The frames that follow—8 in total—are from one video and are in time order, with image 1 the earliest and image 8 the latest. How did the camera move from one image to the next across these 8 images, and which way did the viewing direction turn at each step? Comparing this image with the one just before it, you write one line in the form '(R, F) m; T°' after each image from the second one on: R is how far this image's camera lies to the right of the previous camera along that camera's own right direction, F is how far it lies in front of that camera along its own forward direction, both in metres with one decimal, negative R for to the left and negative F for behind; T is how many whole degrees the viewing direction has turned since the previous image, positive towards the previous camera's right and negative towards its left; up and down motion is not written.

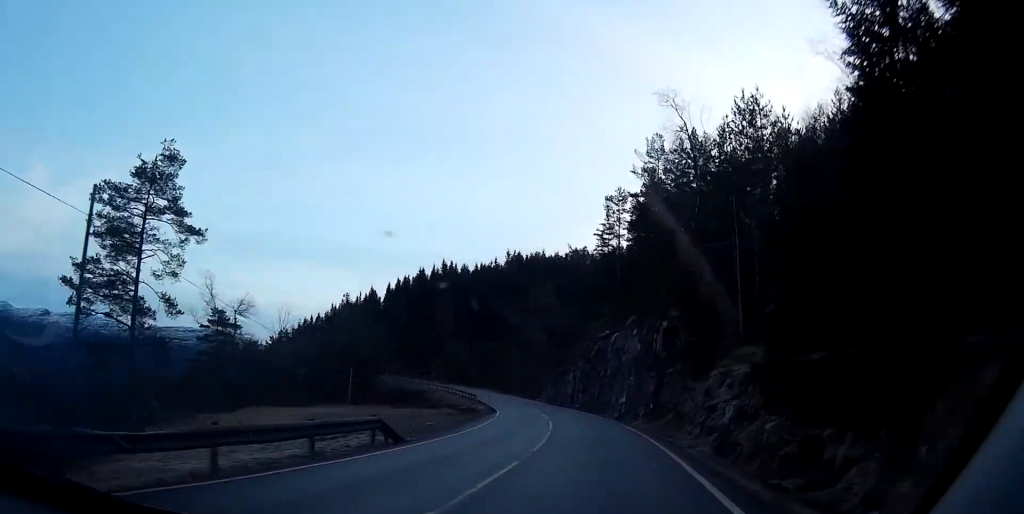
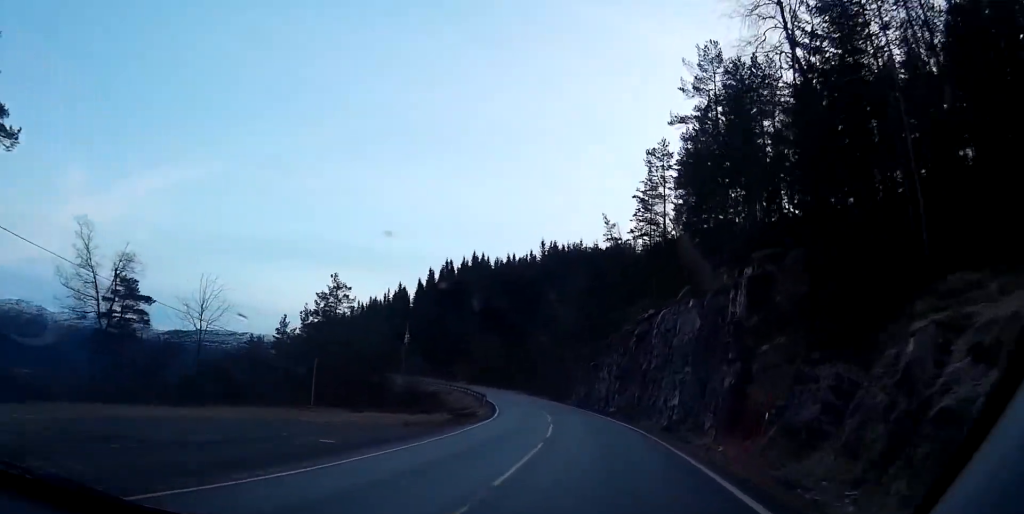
(-0.6, +18.1) m; -3°
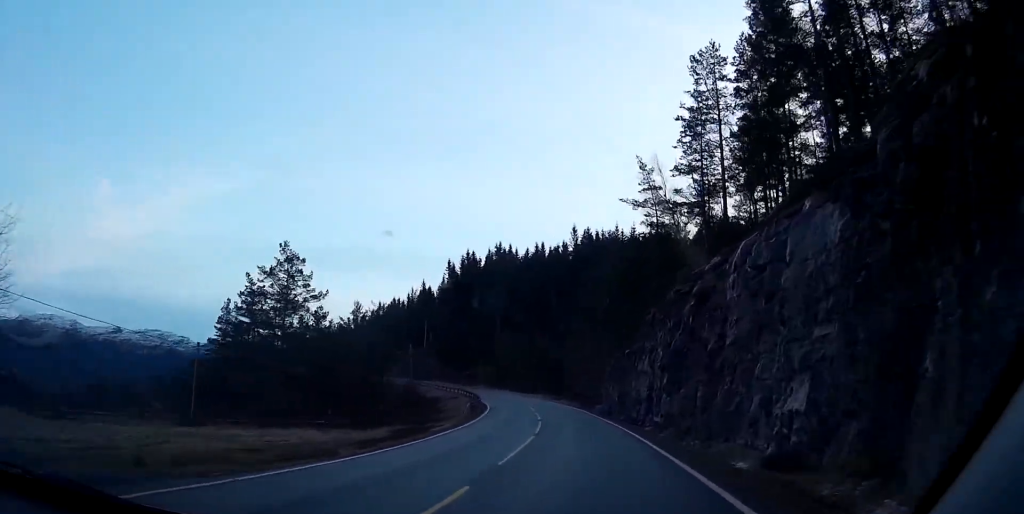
(-0.6, +21.6) m; -3°
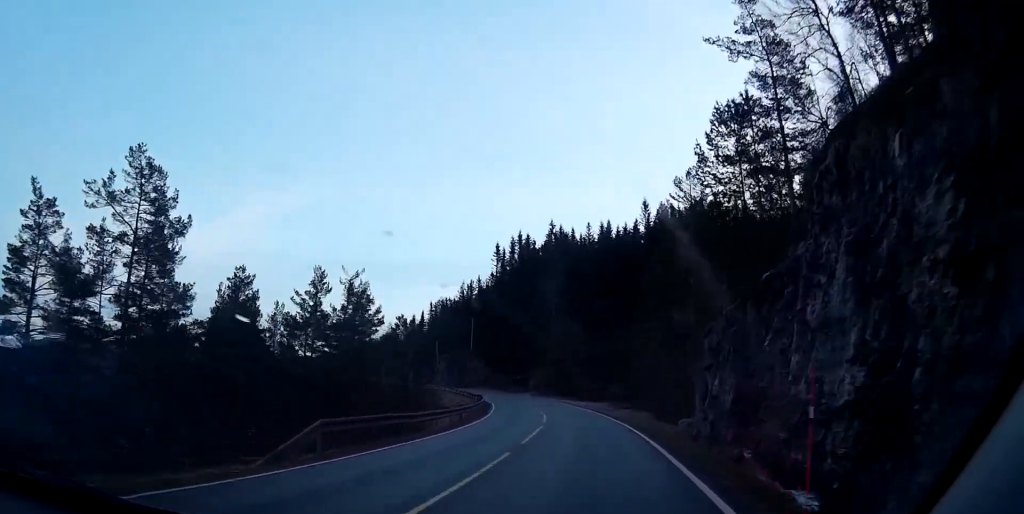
(-1.1, +29.6) m; -4°
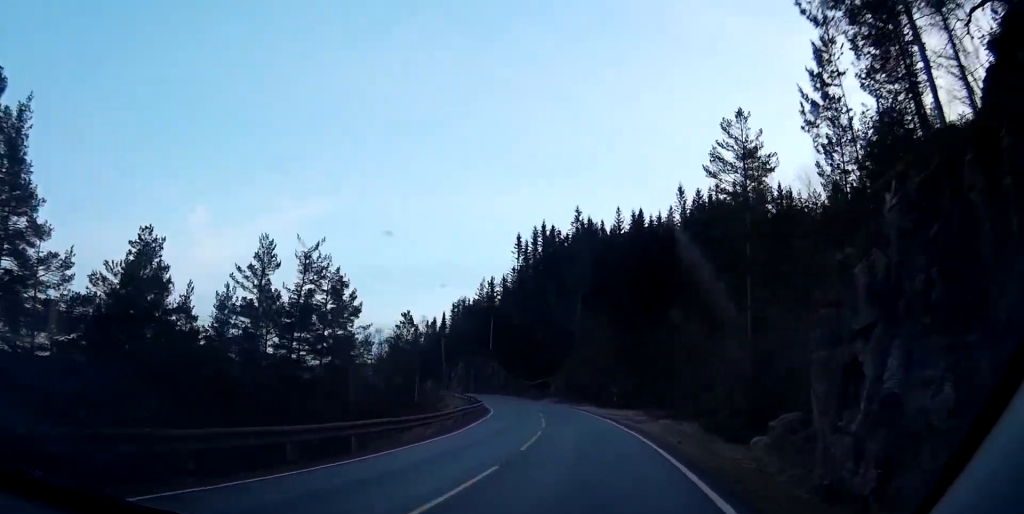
(-0.3, +14.4) m; -3°
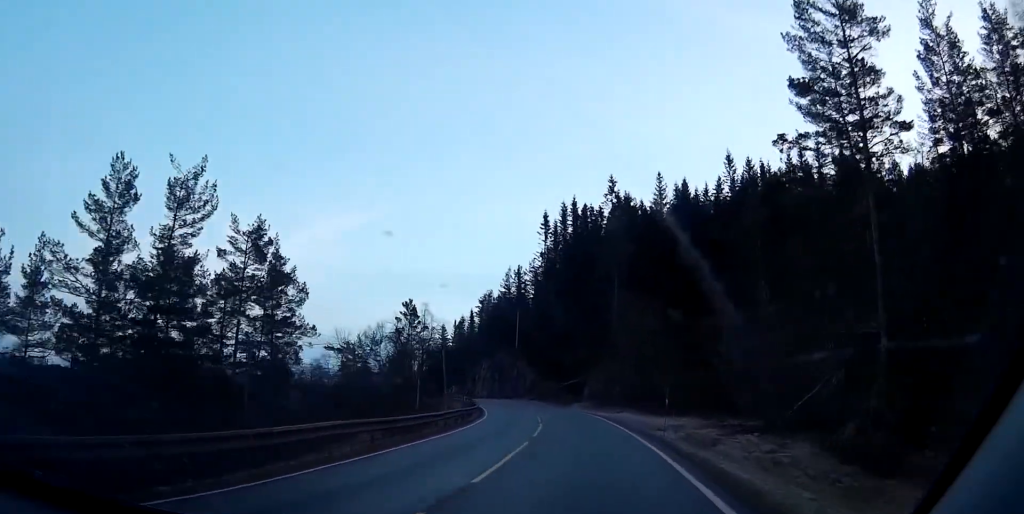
(-0.8, +18.9) m; -5°
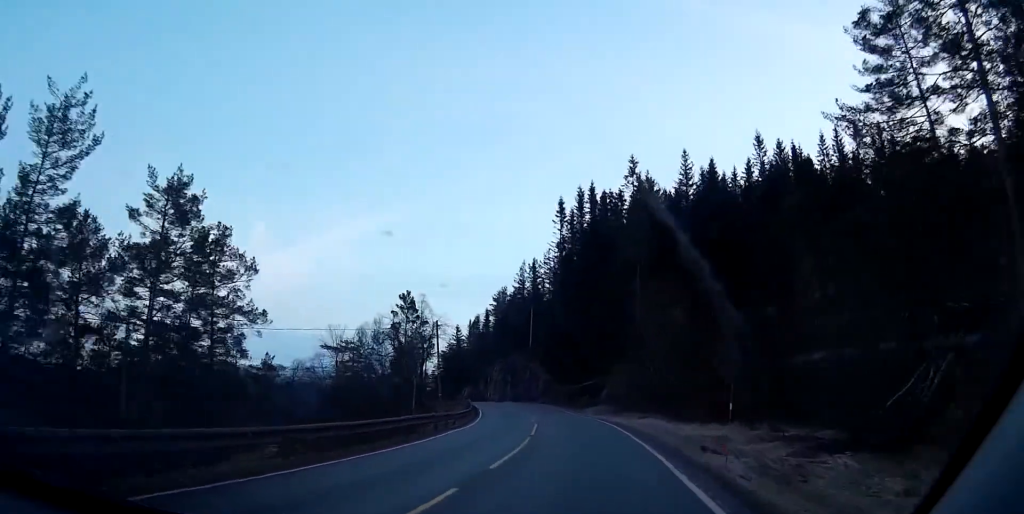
(-0.2, +10.3) m; -3°
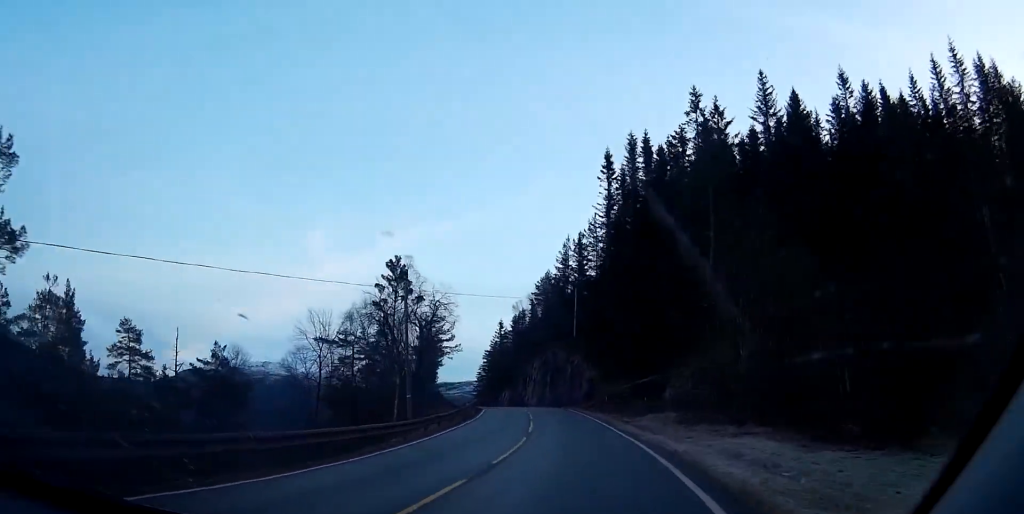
(-1.3, +22.9) m; -5°
